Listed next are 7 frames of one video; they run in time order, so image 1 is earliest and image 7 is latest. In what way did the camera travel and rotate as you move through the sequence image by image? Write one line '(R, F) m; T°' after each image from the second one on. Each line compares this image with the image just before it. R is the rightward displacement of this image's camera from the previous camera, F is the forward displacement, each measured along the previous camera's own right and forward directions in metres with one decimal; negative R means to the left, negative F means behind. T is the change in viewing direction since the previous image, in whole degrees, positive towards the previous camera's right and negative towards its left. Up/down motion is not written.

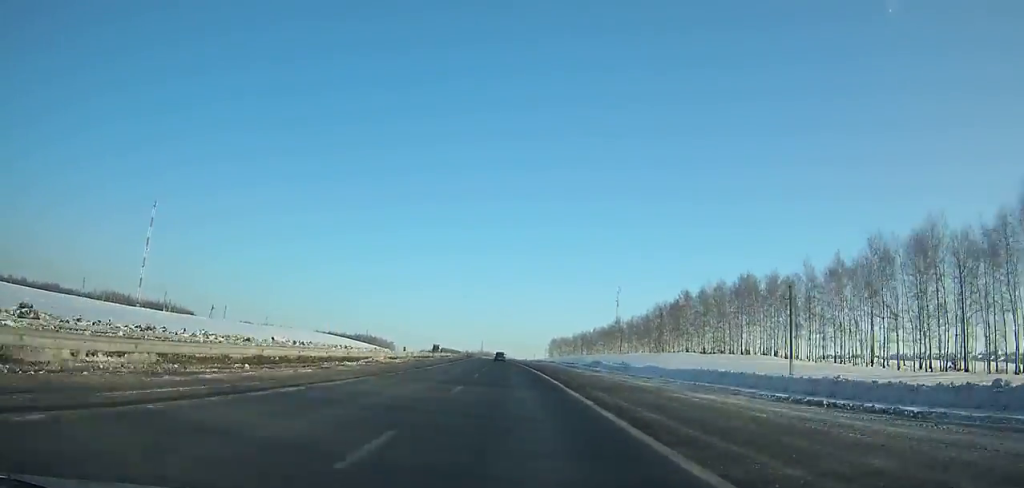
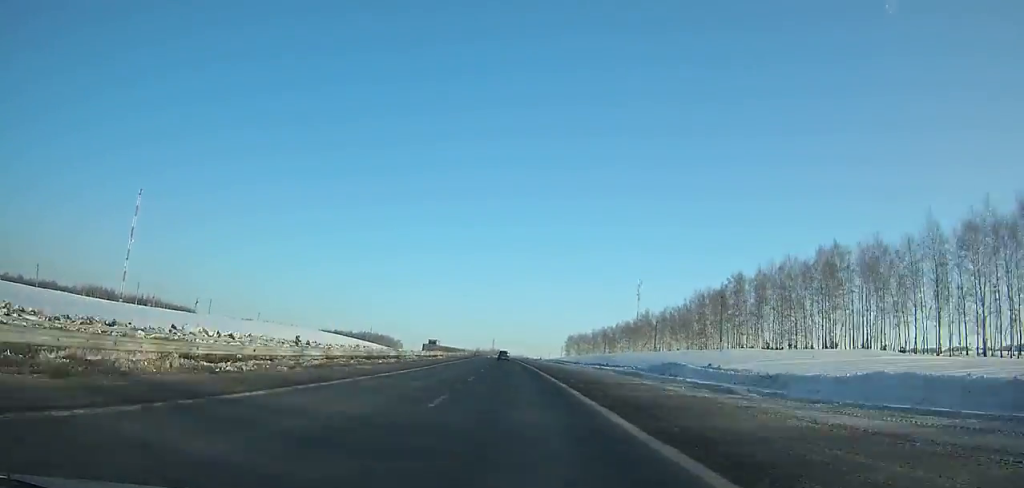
(-0.3, +28.9) m; -1°
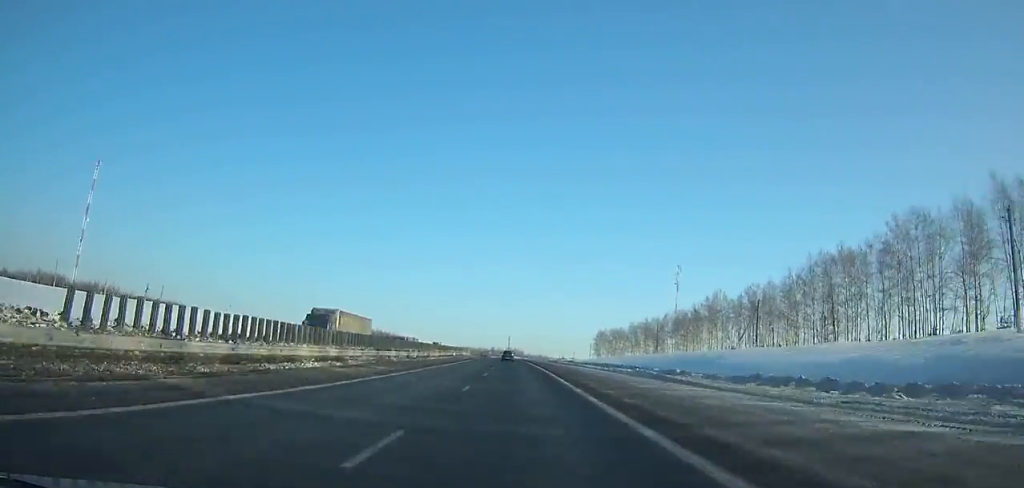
(-0.7, +55.6) m; -2°
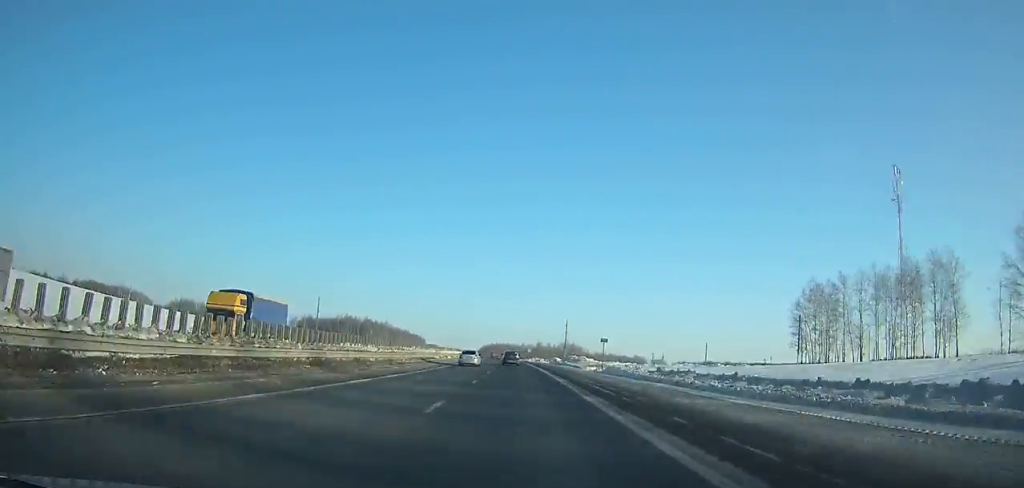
(-8.7, +174.7) m; -6°
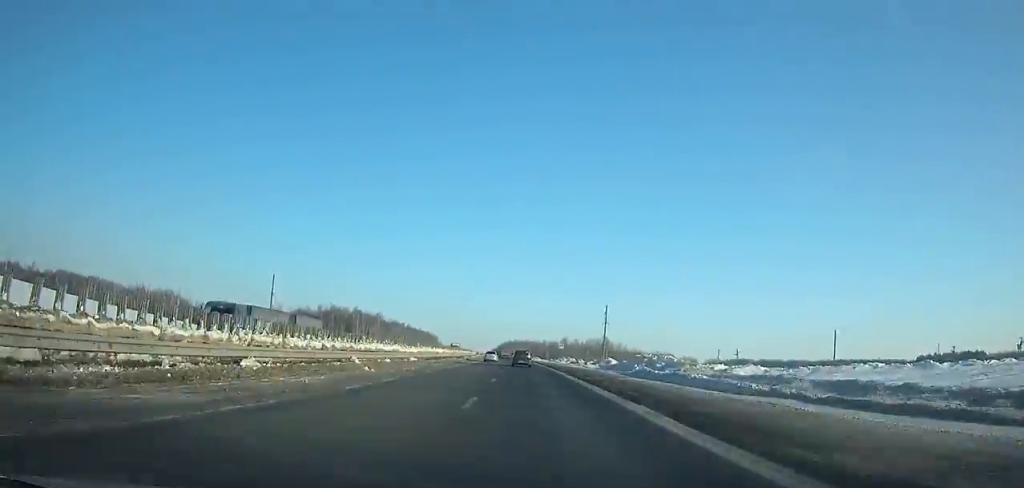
(-0.9, +57.8) m; -2°
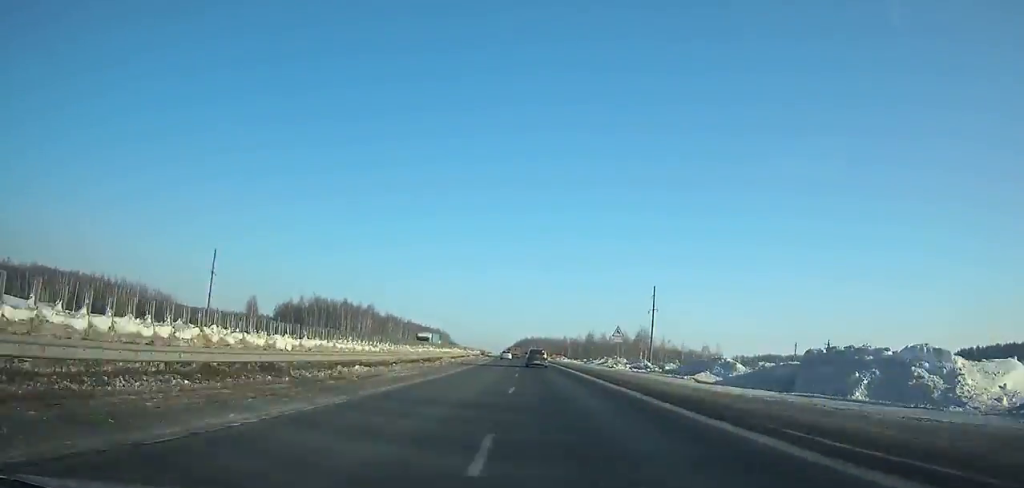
(-0.7, +43.2) m; -1°
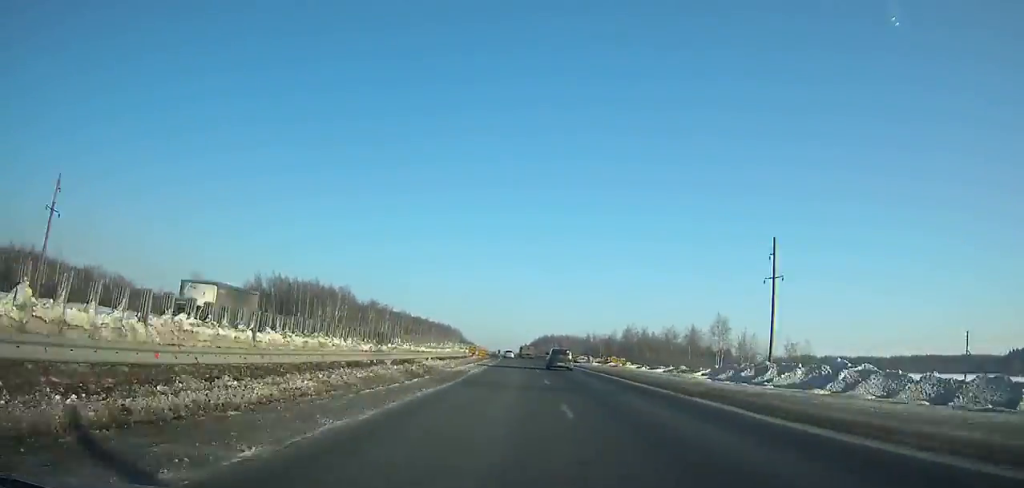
(-0.7, +53.6) m; -1°
